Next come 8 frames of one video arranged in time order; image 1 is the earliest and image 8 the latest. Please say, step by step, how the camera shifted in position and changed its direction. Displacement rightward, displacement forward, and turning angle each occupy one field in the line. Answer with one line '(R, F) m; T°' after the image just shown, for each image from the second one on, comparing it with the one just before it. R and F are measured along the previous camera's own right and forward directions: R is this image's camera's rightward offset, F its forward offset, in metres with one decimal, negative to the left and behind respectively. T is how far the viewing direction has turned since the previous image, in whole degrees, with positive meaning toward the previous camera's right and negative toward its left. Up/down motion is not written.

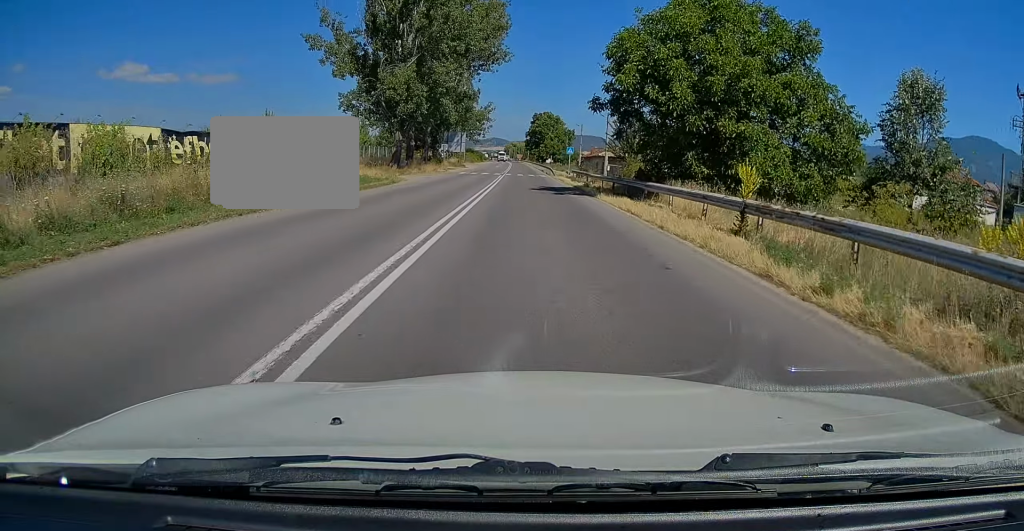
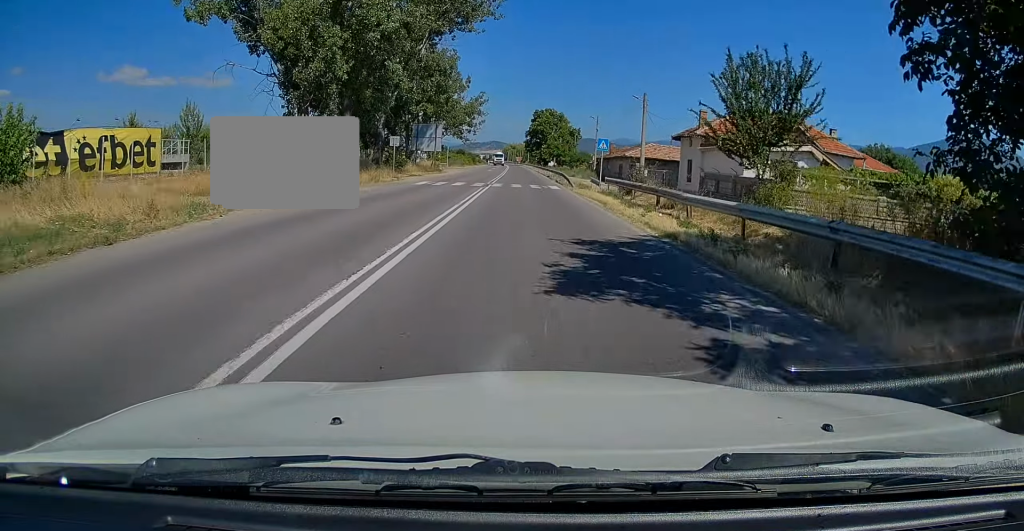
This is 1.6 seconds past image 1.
(+0.4, +22.9) m; +1°
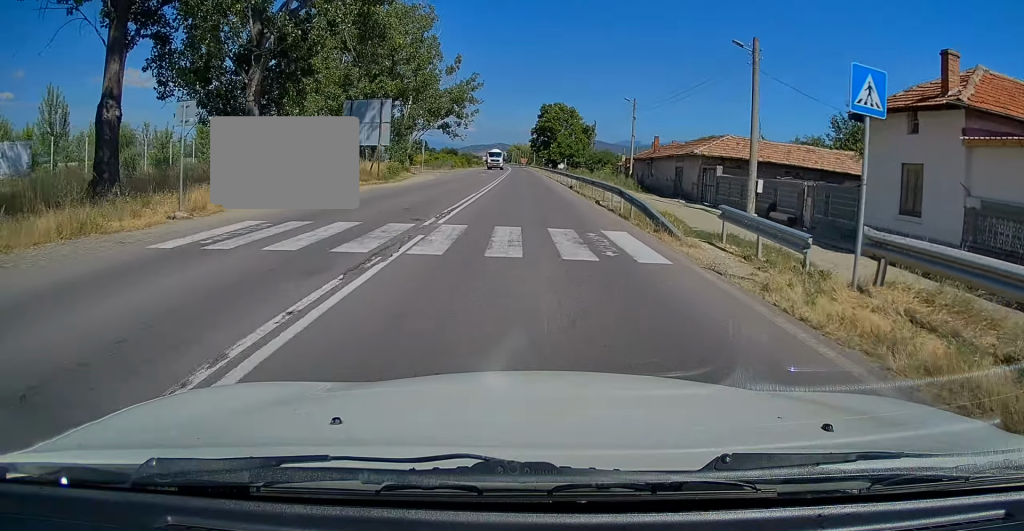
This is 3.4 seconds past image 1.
(-0.3, +24.2) m; -1°
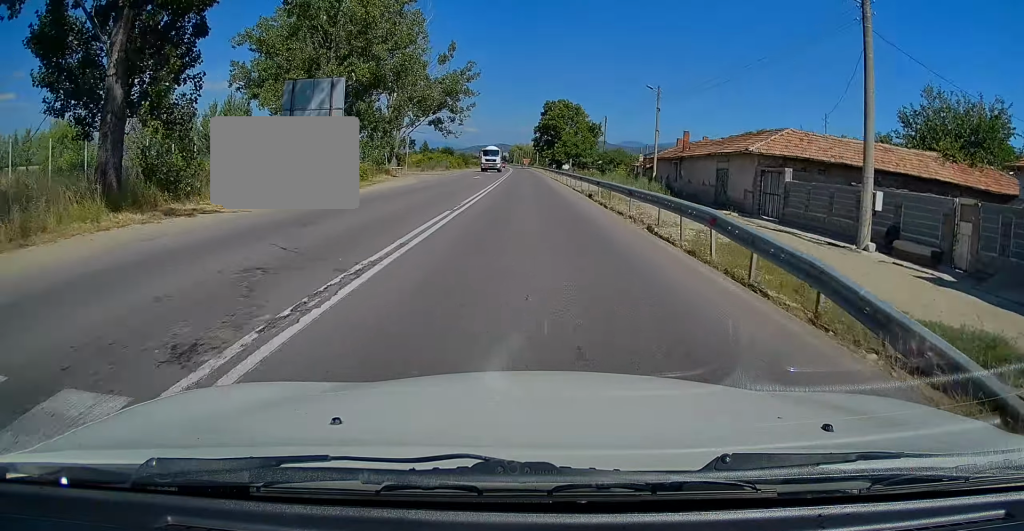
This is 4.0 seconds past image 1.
(-0.1, +9.3) m; 0°
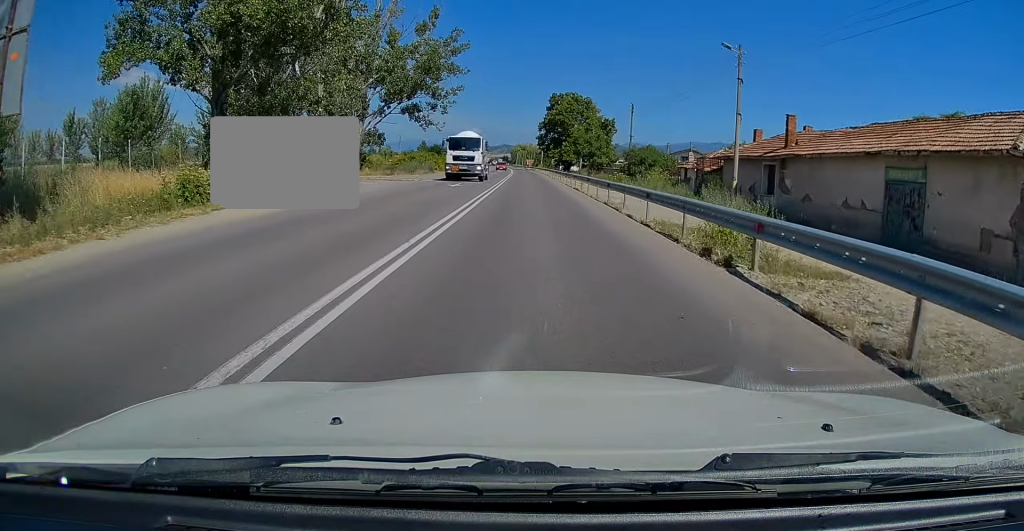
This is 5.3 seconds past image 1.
(+0.1, +17.2) m; 0°
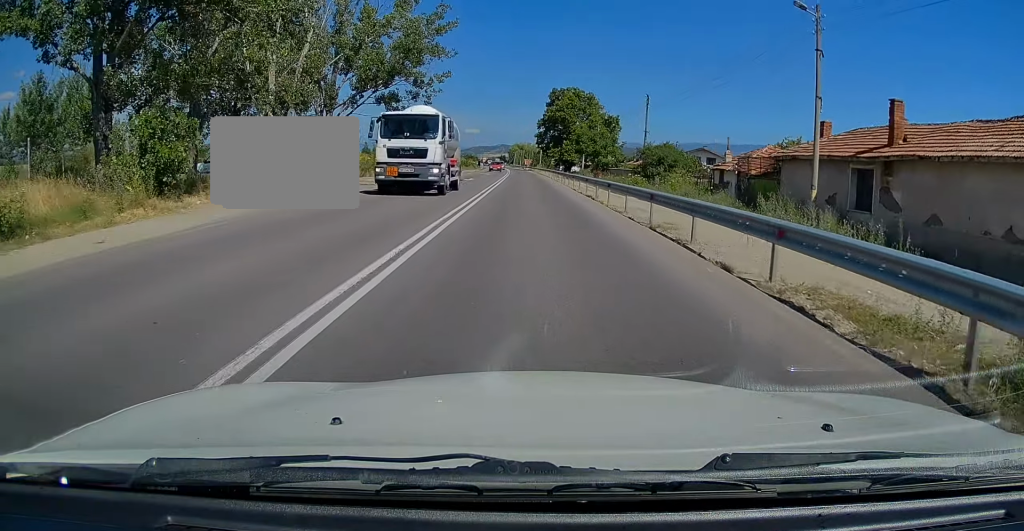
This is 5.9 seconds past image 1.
(+0.1, +8.6) m; -1°
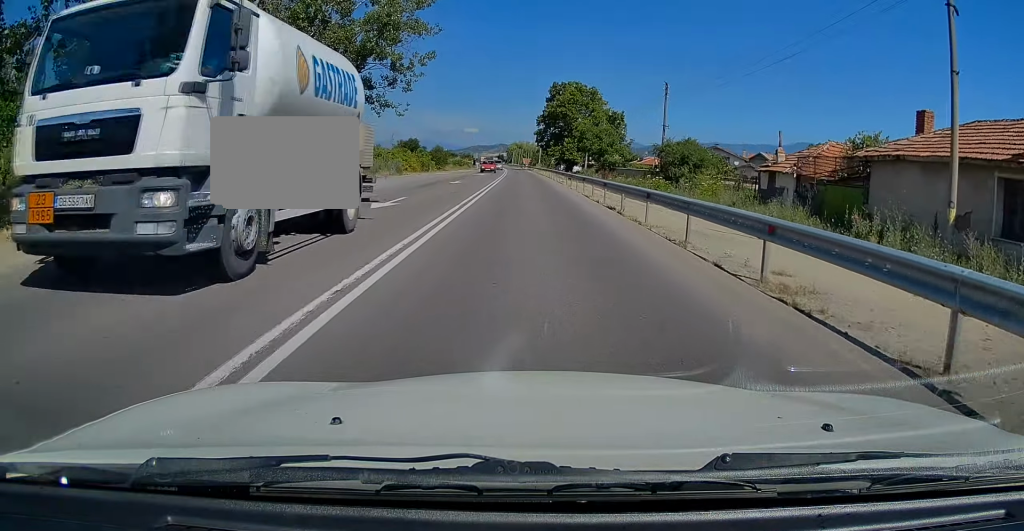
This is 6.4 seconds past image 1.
(-0.2, +7.8) m; 0°
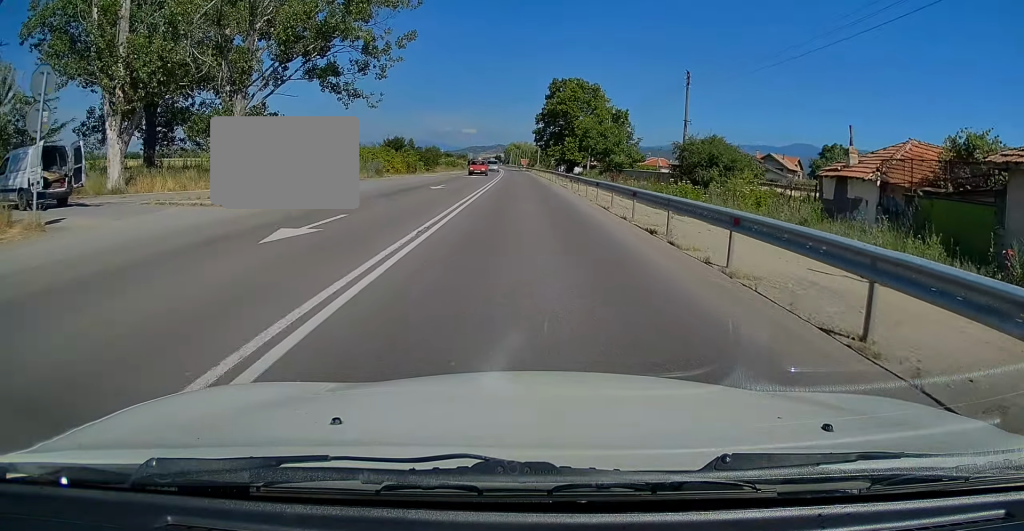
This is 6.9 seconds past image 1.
(-0.2, +6.8) m; 0°
